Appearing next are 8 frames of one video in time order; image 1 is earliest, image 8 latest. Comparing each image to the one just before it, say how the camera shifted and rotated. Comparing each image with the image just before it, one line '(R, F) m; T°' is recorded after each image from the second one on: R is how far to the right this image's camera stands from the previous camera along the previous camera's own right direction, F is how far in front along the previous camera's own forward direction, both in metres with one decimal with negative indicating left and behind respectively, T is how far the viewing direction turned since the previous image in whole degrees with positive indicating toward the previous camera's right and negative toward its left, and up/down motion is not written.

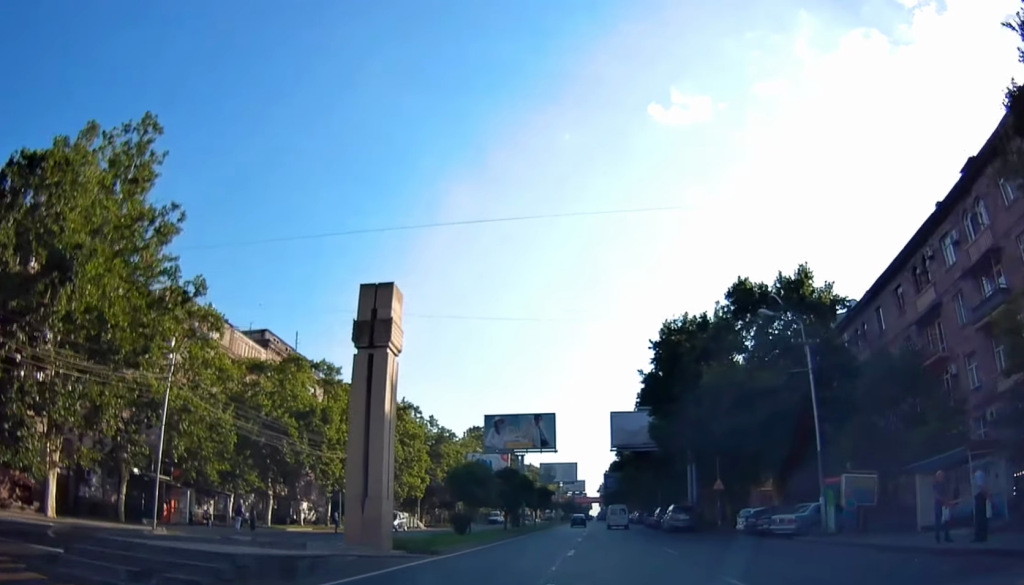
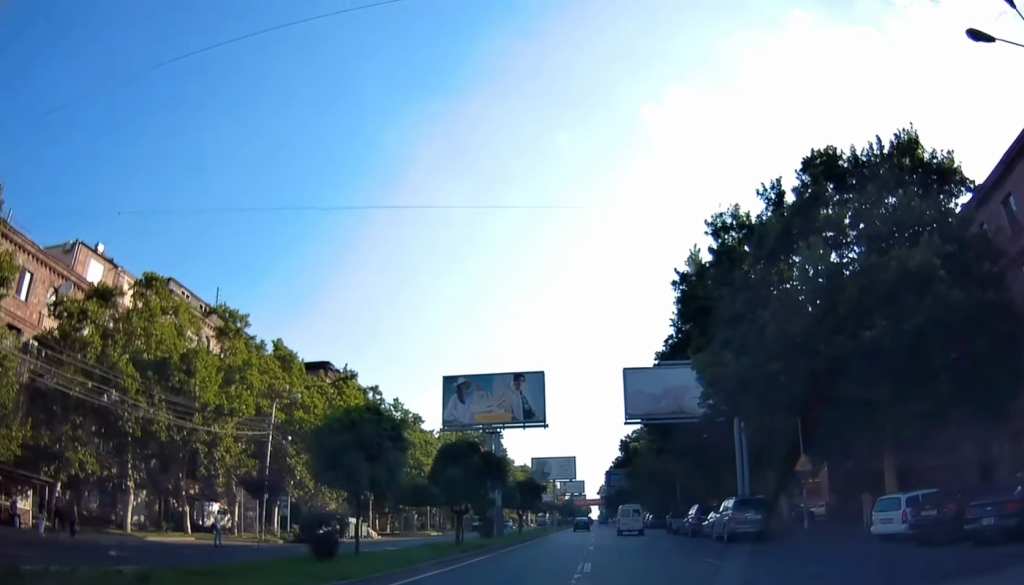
(-0.2, +17.9) m; 0°
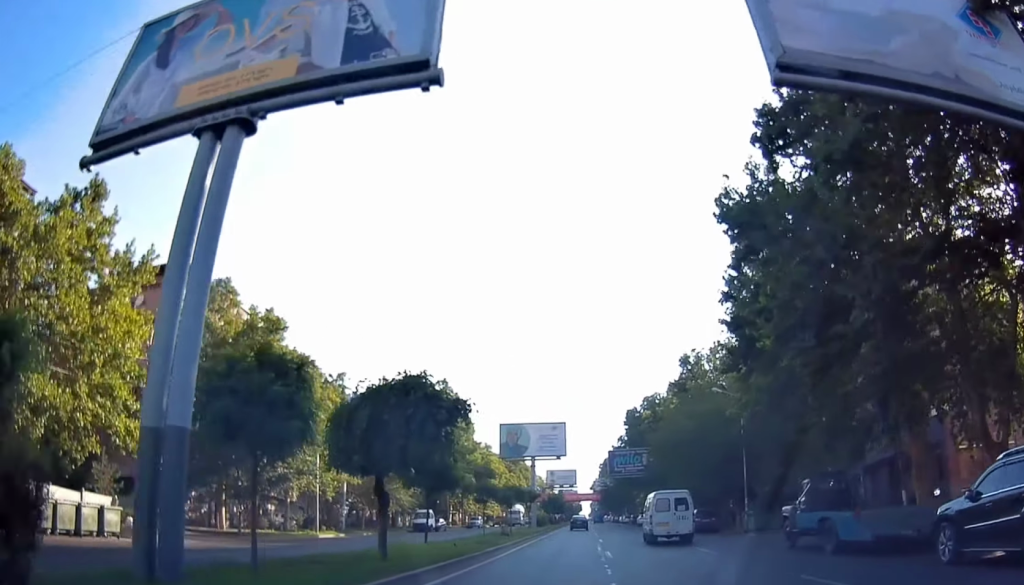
(0.0, +32.1) m; +1°
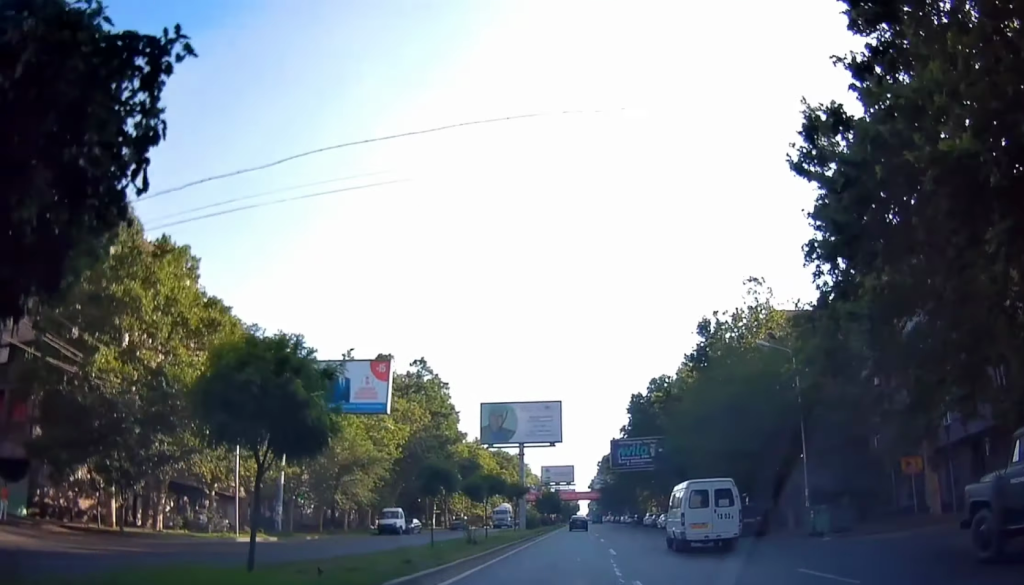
(0.0, +11.6) m; +1°
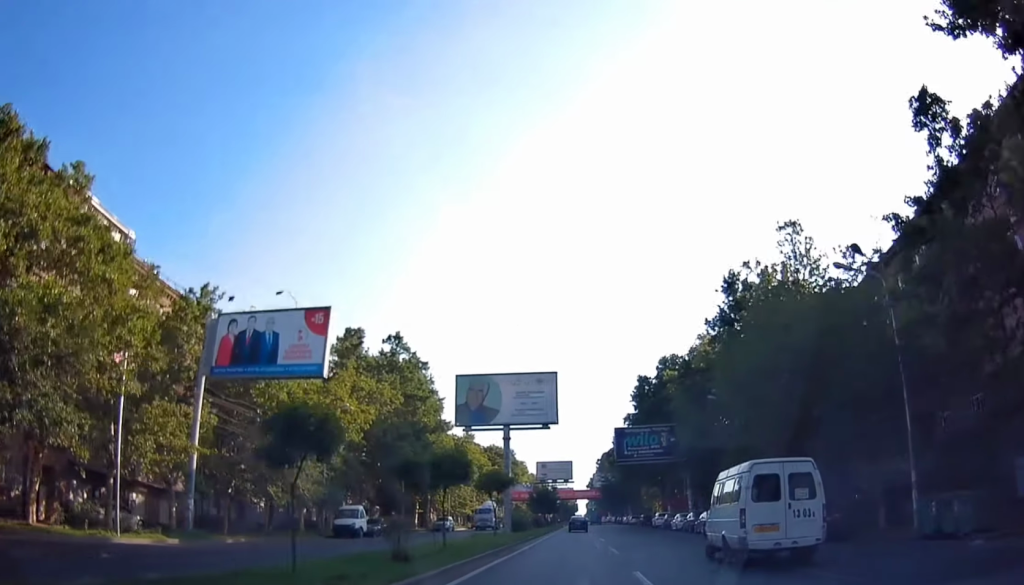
(+0.3, +10.5) m; +1°
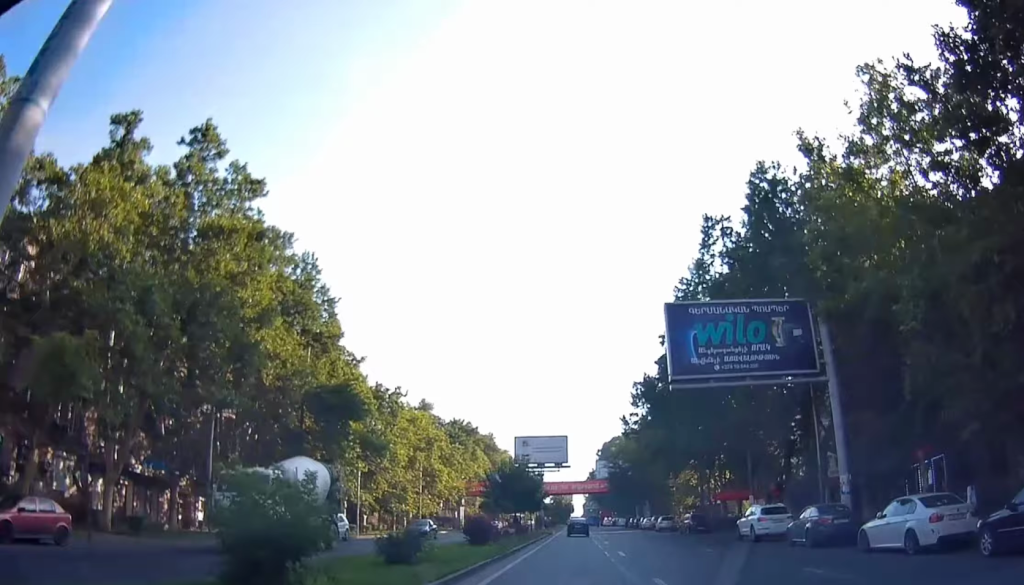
(+0.3, +38.2) m; 0°
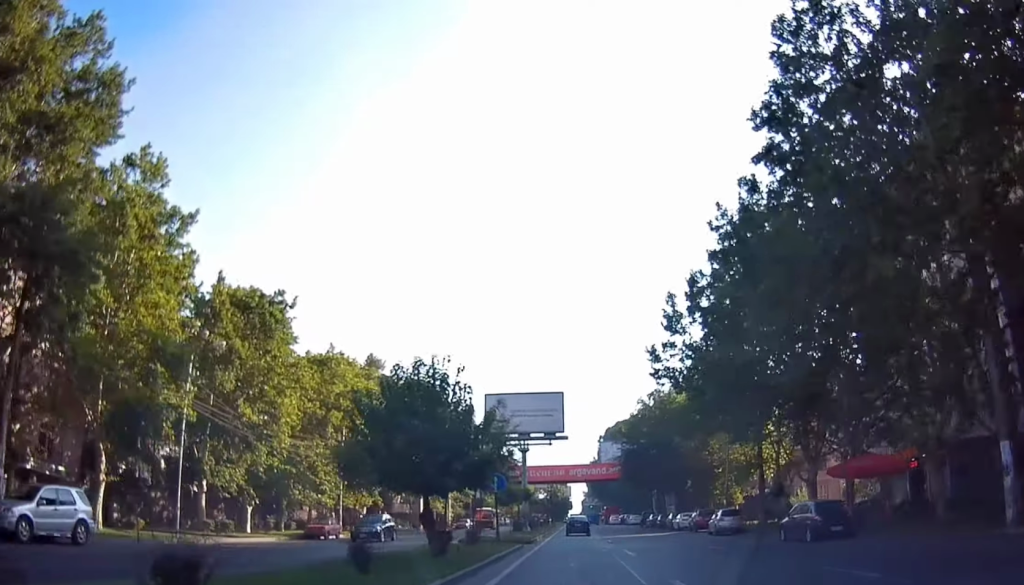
(-0.4, +26.3) m; 0°
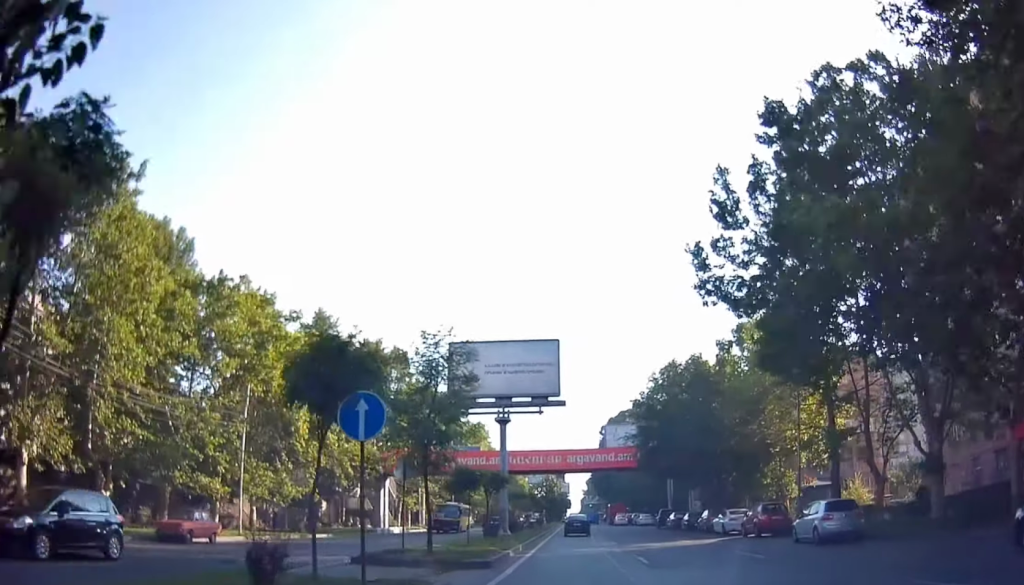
(+0.3, +16.1) m; +1°
